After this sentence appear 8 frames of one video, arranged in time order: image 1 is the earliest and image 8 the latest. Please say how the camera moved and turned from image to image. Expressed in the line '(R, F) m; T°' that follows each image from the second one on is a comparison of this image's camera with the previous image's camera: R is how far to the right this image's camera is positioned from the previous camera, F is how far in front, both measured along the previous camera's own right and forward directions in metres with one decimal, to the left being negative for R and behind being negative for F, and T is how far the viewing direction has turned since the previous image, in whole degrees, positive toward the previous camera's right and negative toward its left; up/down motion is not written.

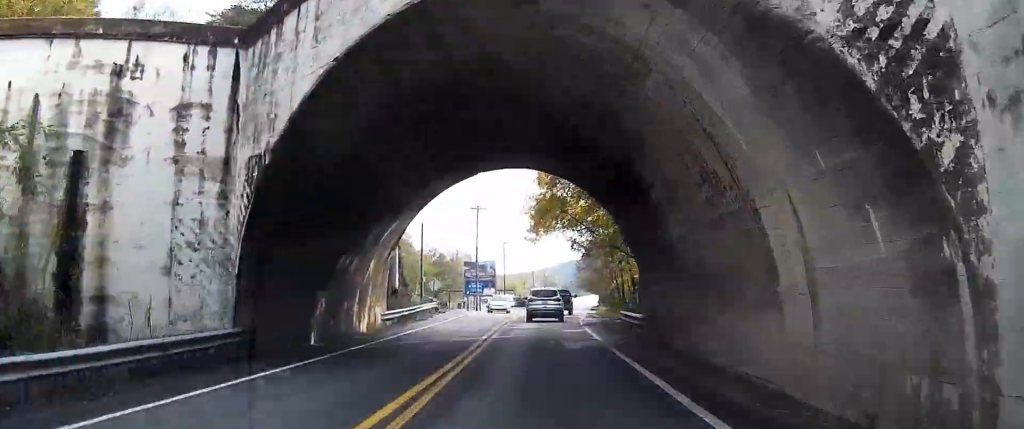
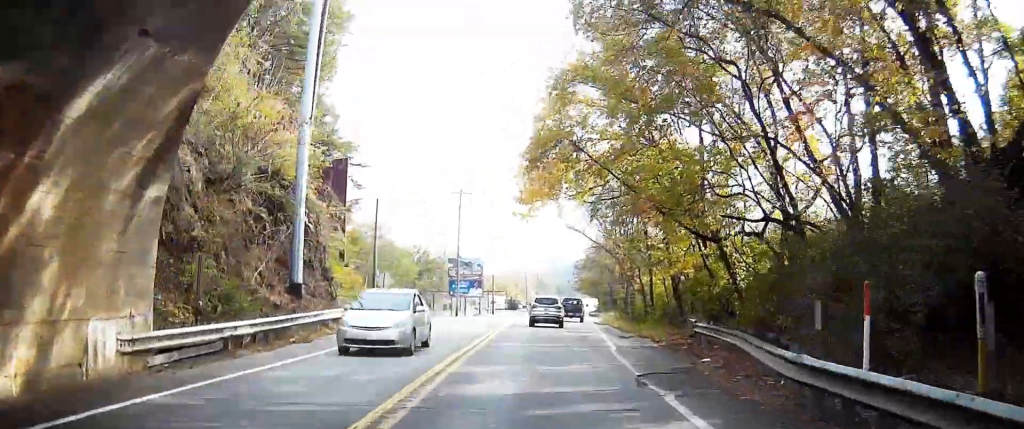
(+0.4, +19.2) m; +2°
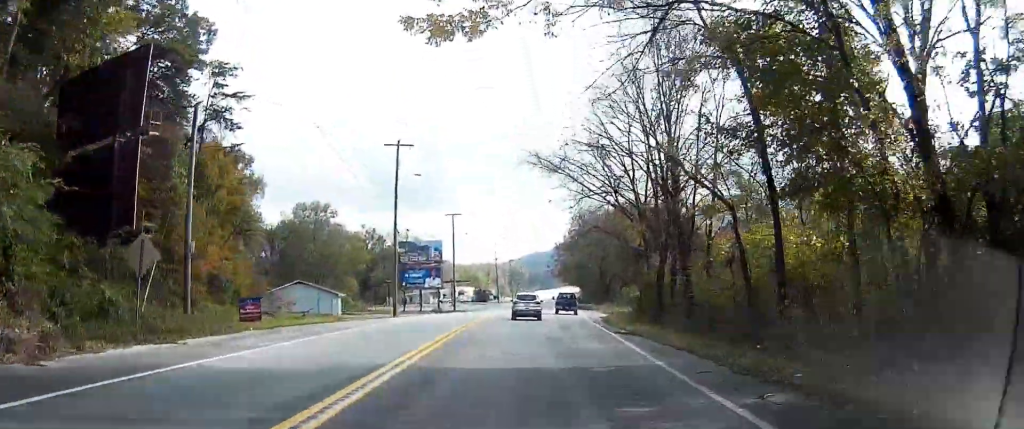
(+0.8, +27.8) m; +4°
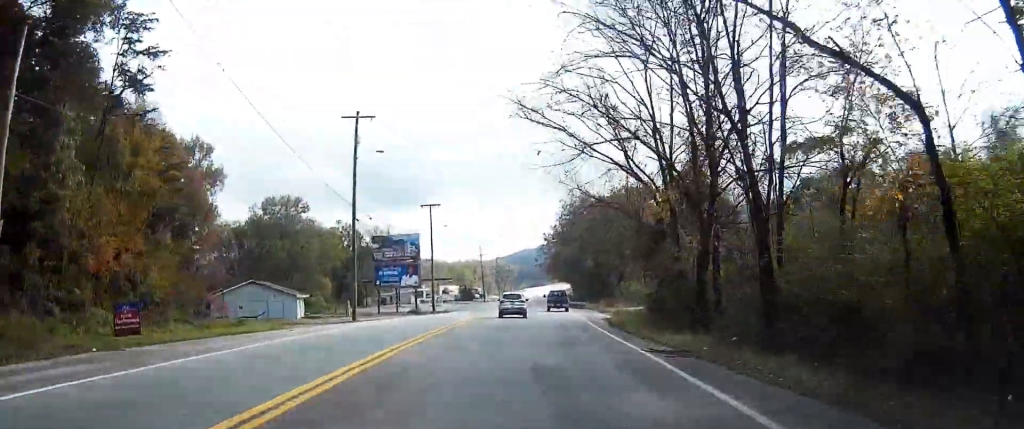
(+0.2, +11.7) m; 0°
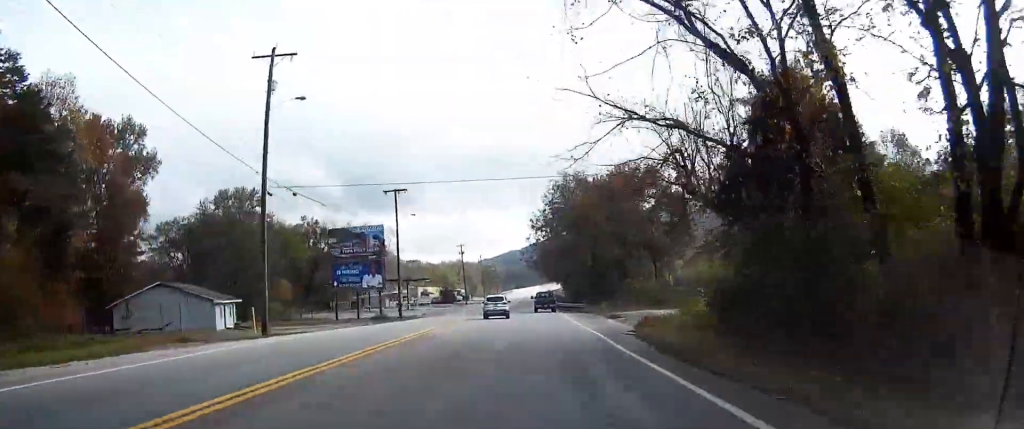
(-0.1, +17.9) m; -1°
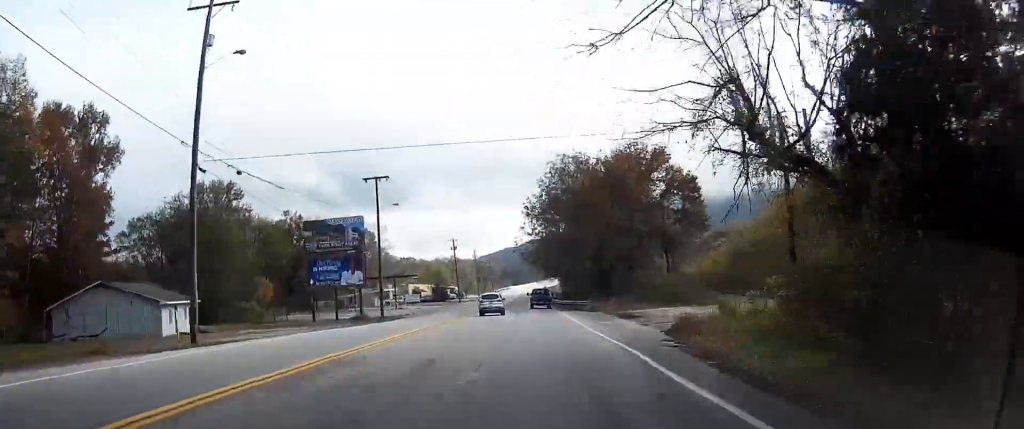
(0.0, +8.9) m; -1°
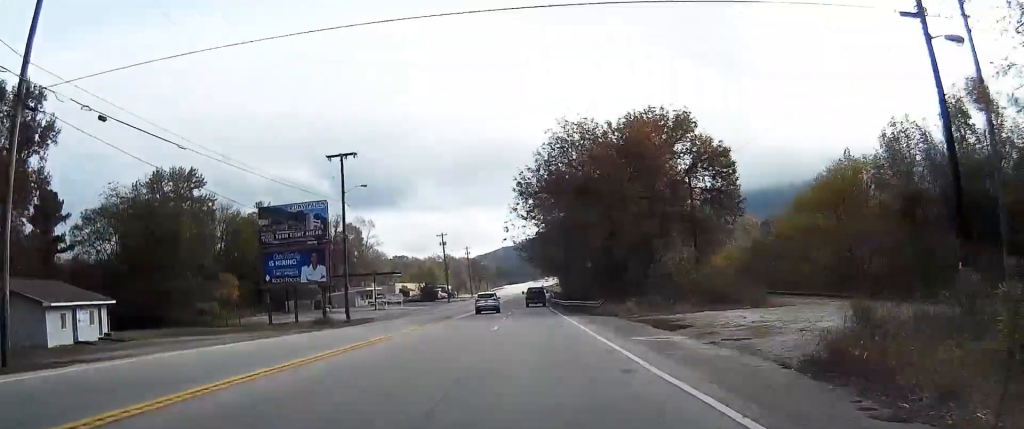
(-0.2, +14.1) m; -1°
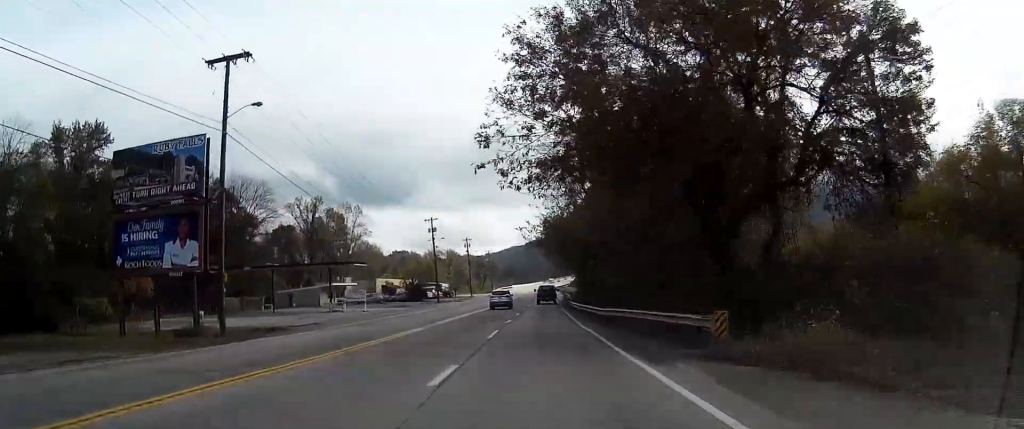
(-0.2, +30.5) m; 0°
